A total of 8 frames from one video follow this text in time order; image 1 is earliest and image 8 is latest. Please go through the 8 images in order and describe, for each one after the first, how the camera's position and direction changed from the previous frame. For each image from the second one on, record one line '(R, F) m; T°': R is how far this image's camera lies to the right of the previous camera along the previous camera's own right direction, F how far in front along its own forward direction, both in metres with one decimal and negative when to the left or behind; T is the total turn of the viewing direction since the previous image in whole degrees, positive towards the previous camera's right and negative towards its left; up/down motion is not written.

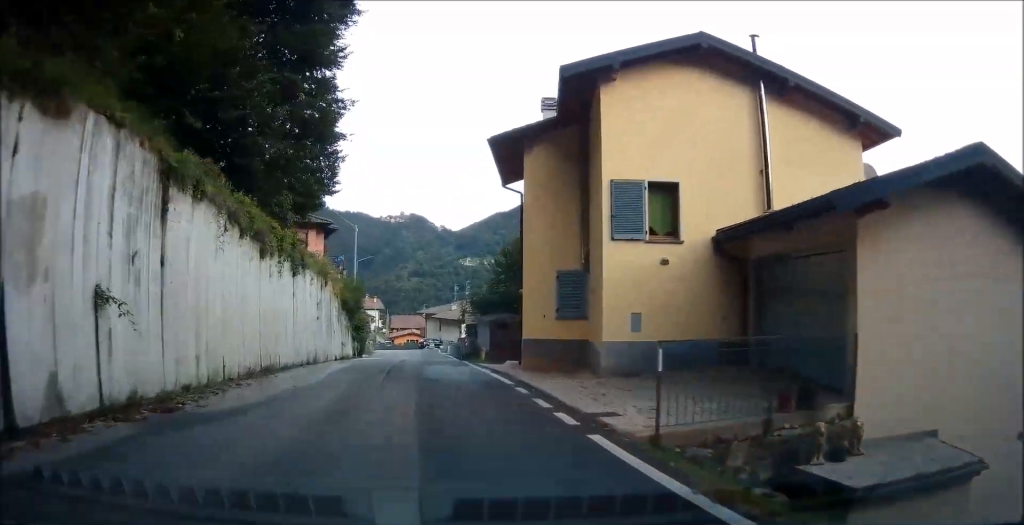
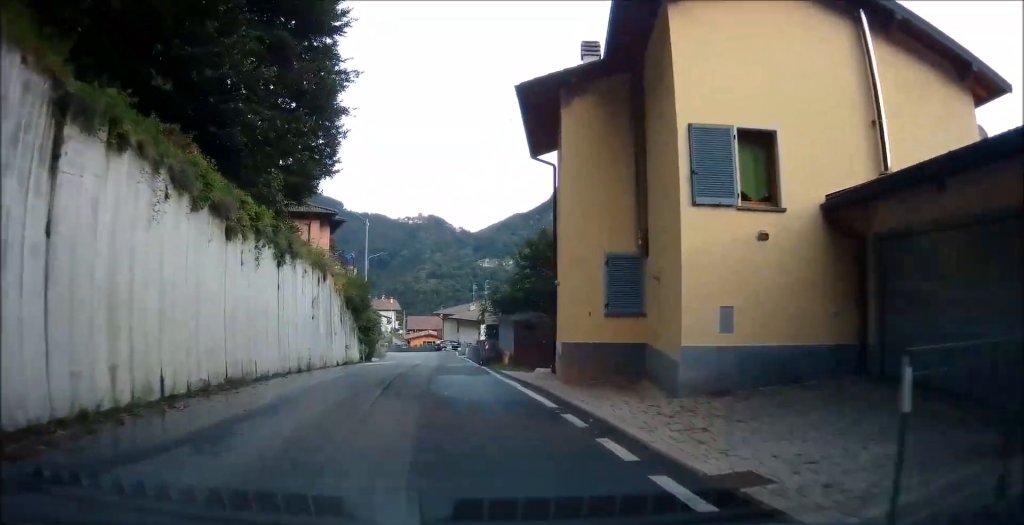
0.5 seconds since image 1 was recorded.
(-0.1, +3.0) m; -3°
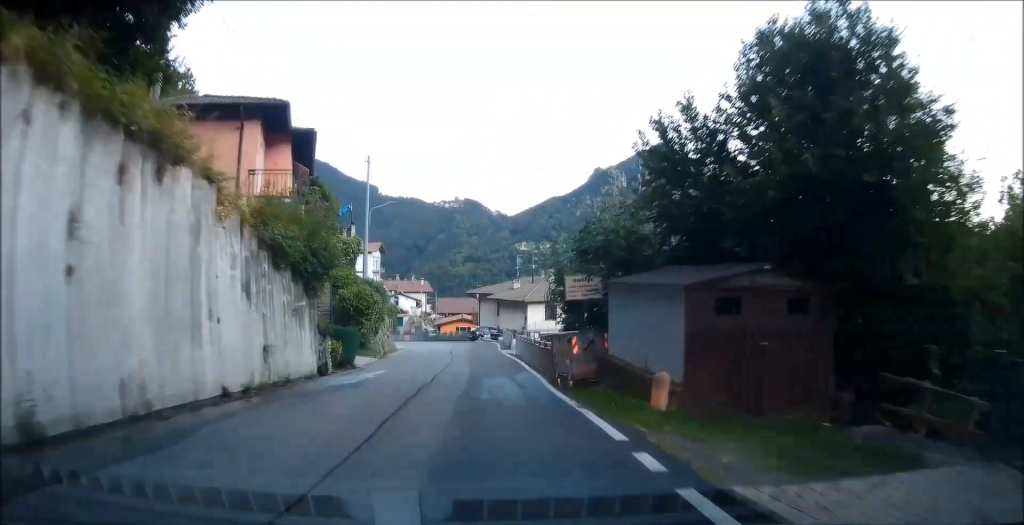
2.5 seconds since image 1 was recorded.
(-0.9, +13.7) m; -3°
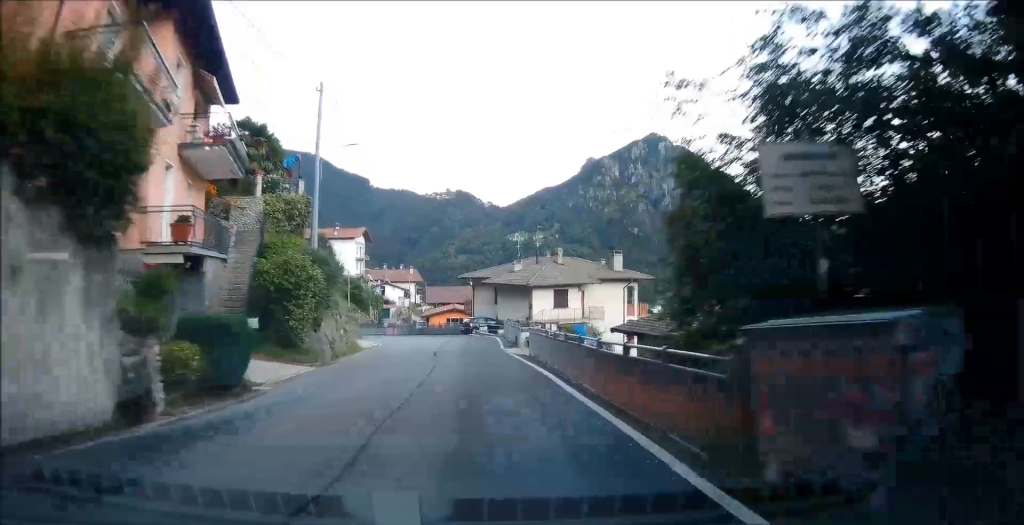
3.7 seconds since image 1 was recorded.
(+0.4, +9.6) m; +3°
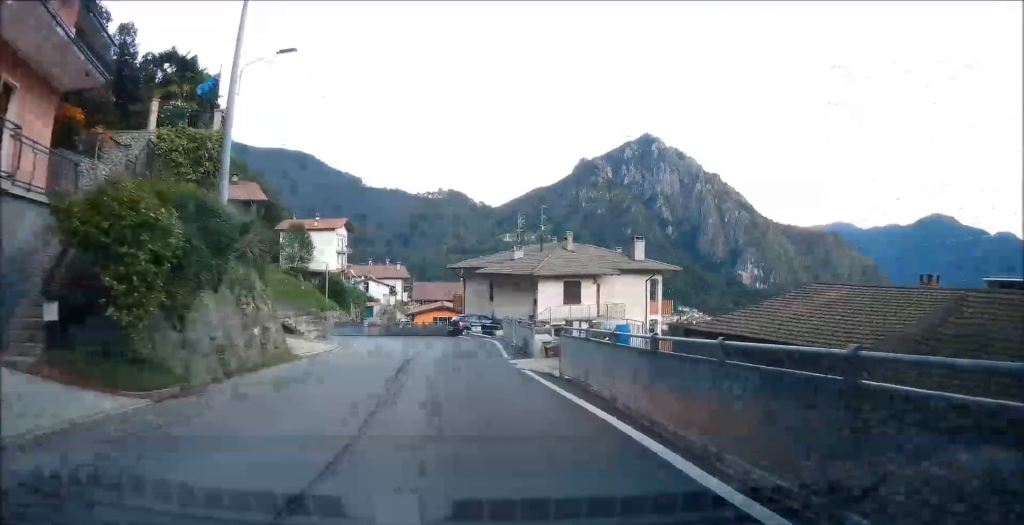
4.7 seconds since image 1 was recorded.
(+0.1, +8.8) m; -2°
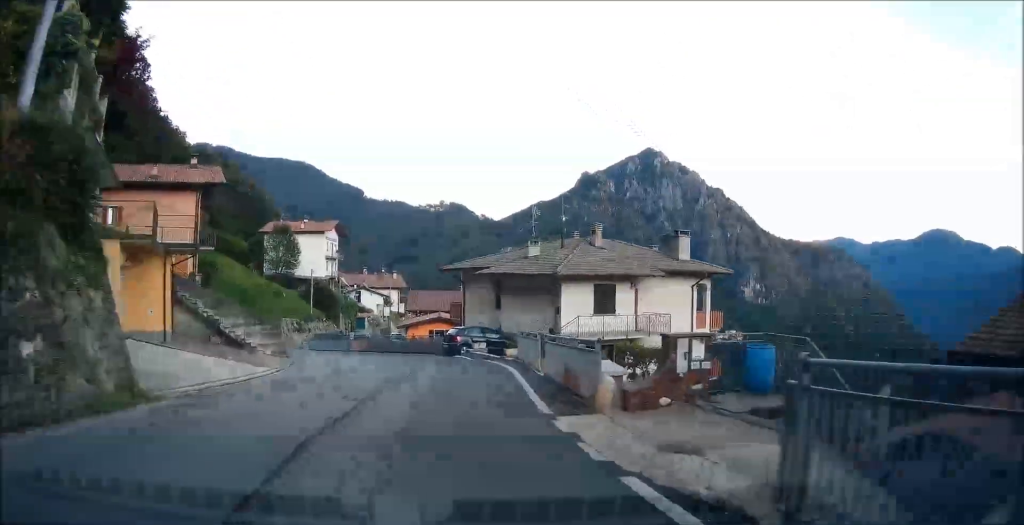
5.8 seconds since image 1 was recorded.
(-0.4, +9.1) m; -5°
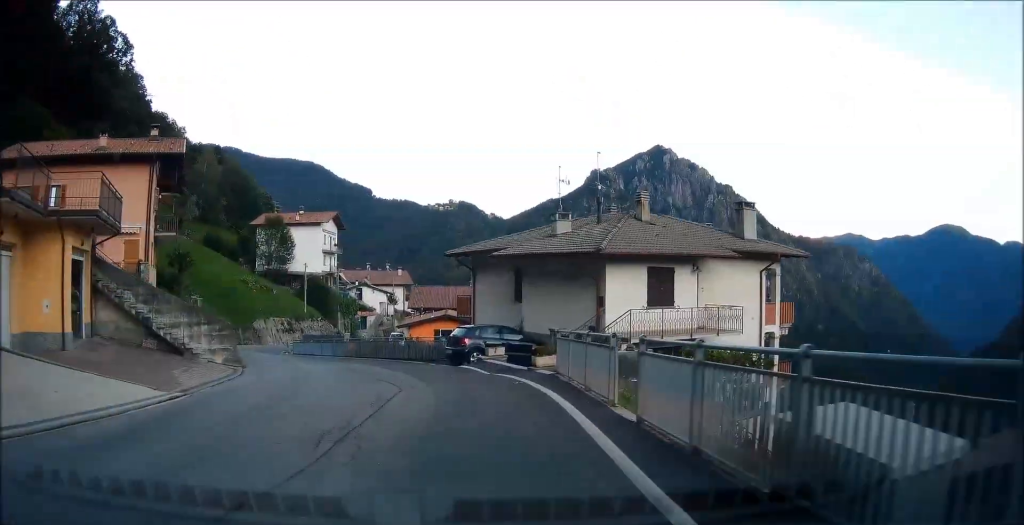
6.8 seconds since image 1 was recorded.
(-0.4, +8.4) m; -2°
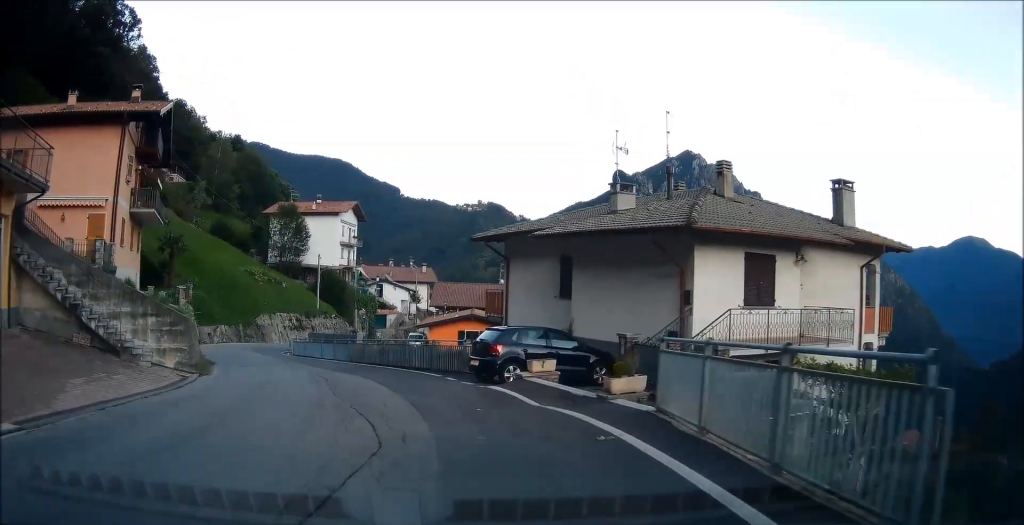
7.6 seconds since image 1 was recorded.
(+0.1, +7.2) m; 0°
